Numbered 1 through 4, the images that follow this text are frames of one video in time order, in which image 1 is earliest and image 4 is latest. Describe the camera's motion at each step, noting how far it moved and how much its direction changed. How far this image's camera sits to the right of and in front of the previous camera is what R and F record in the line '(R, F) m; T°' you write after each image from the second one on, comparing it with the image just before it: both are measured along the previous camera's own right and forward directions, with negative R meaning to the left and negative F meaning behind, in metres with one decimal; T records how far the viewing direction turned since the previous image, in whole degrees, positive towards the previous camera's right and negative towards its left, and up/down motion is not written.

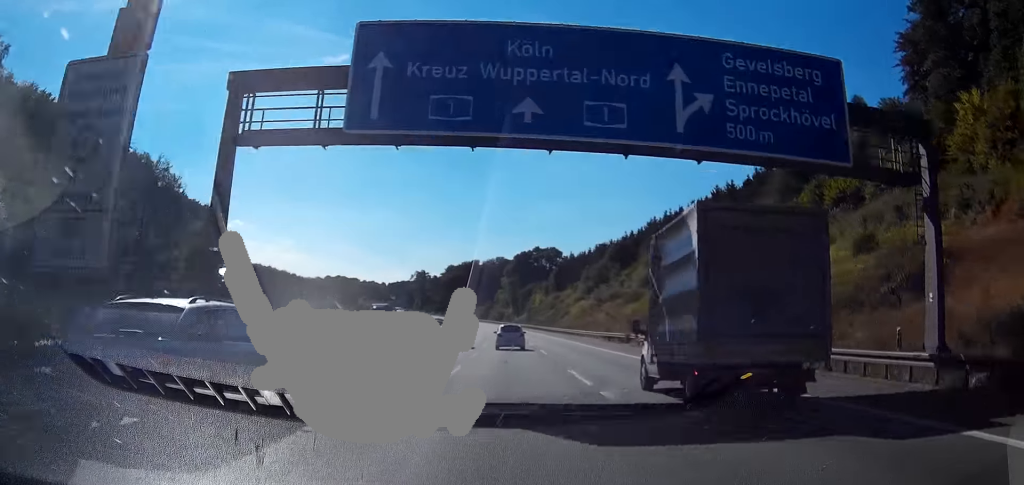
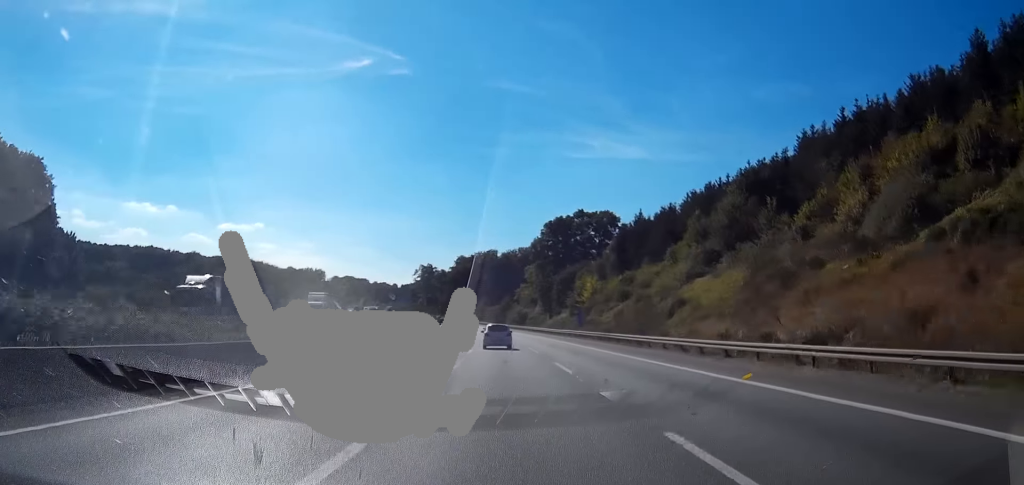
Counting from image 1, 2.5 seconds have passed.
(-2.0, +86.0) m; -2°
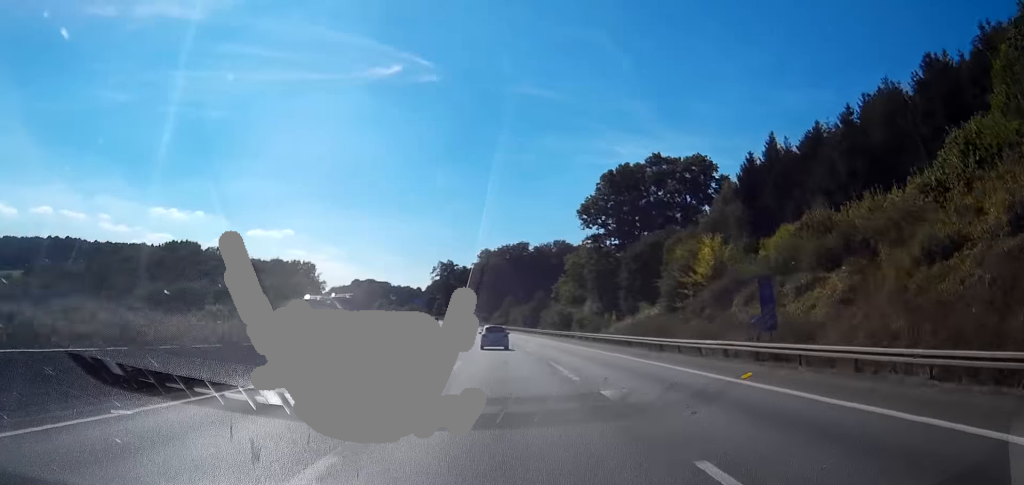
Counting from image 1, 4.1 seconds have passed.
(-1.0, +56.1) m; -3°
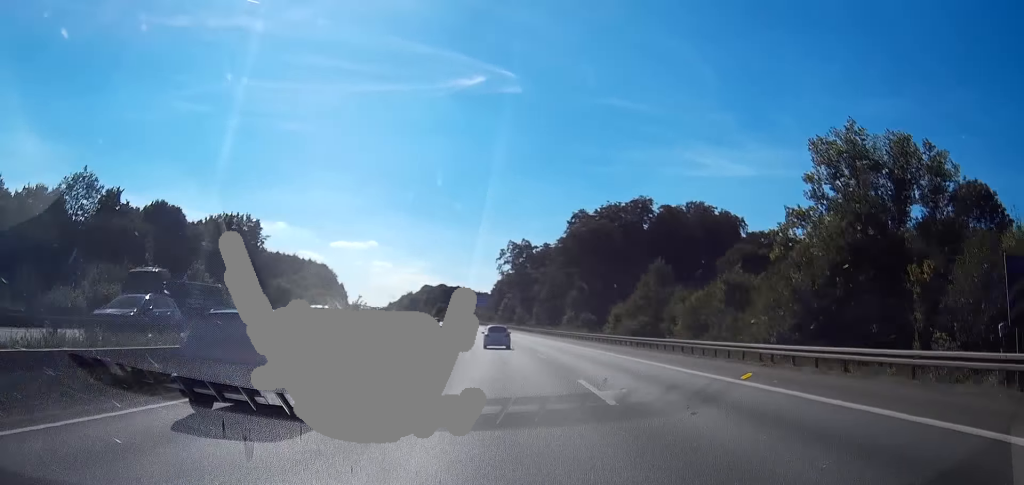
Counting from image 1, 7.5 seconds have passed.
(-6.8, +113.9) m; -6°
